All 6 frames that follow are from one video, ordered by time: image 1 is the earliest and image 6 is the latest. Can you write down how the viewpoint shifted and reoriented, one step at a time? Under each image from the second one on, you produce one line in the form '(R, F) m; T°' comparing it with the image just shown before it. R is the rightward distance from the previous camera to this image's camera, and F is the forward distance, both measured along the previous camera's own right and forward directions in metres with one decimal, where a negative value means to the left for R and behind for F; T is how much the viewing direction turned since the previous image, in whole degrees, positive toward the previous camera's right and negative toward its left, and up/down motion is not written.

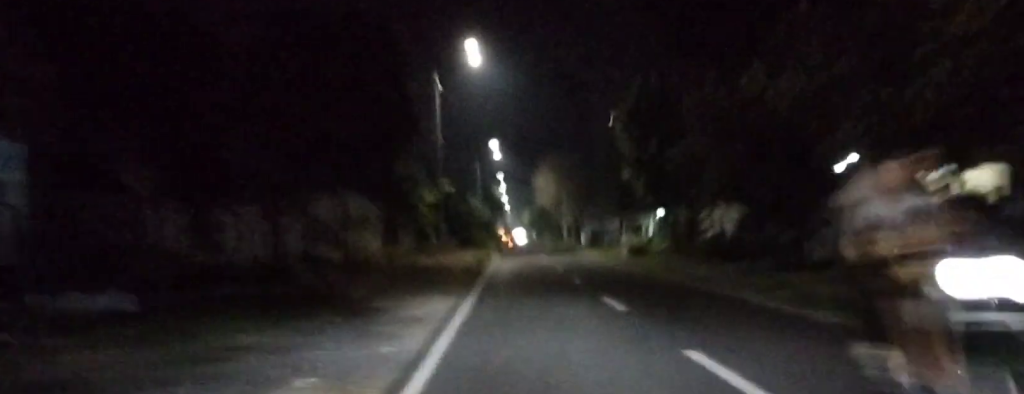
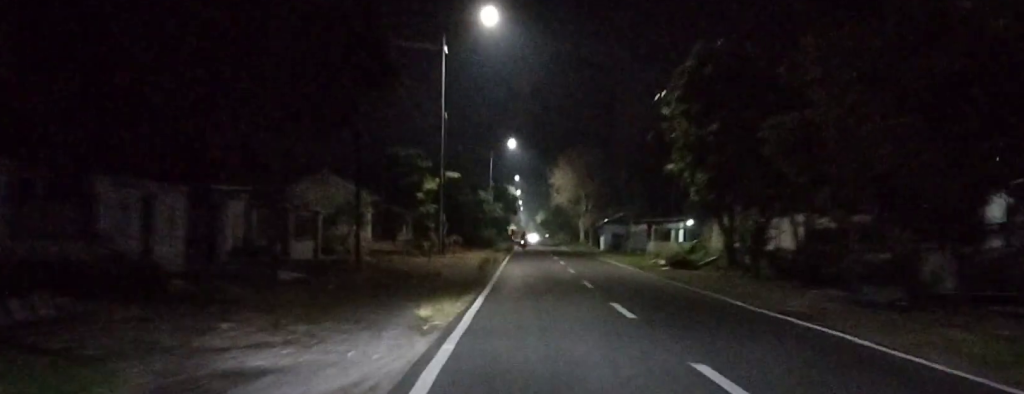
(+0.2, +7.7) m; -1°
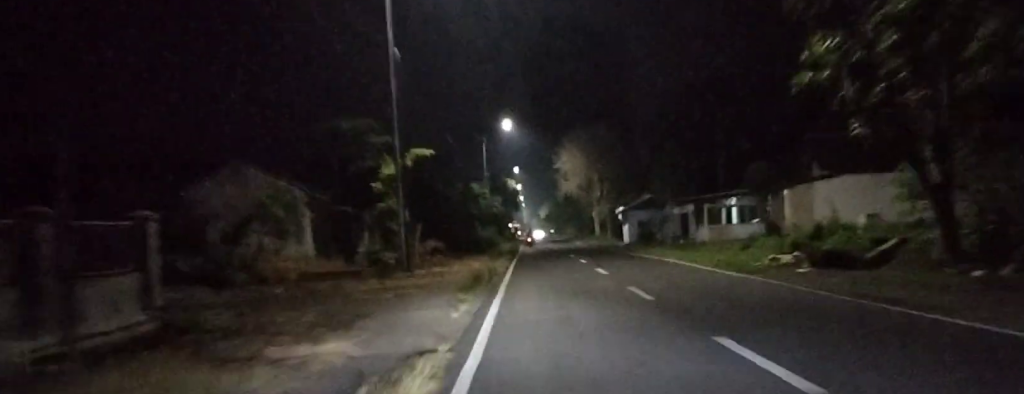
(-0.5, +15.3) m; 0°
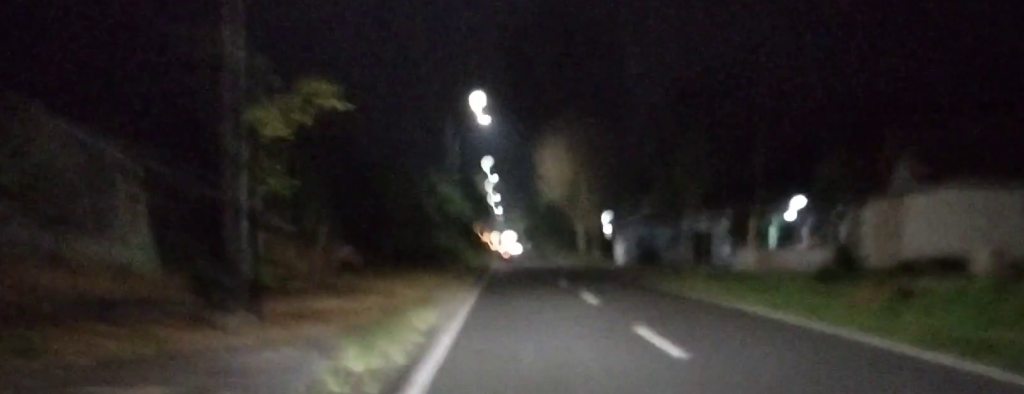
(+0.2, +13.9) m; +1°
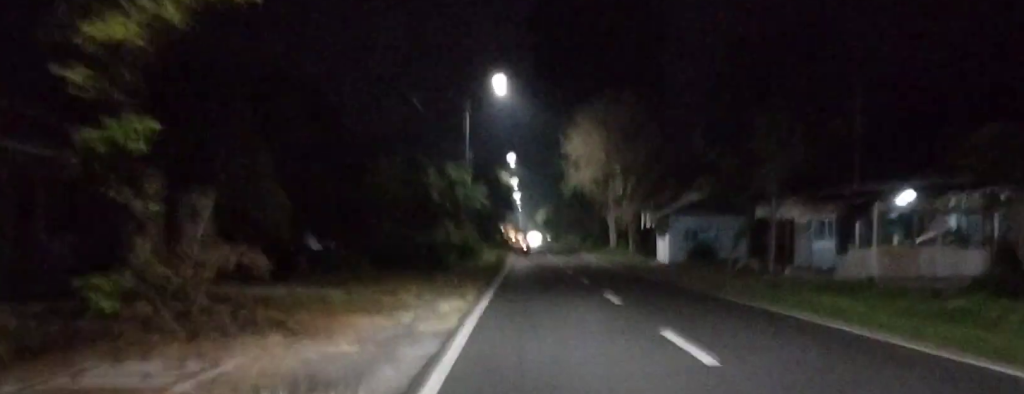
(0.0, +8.9) m; 0°
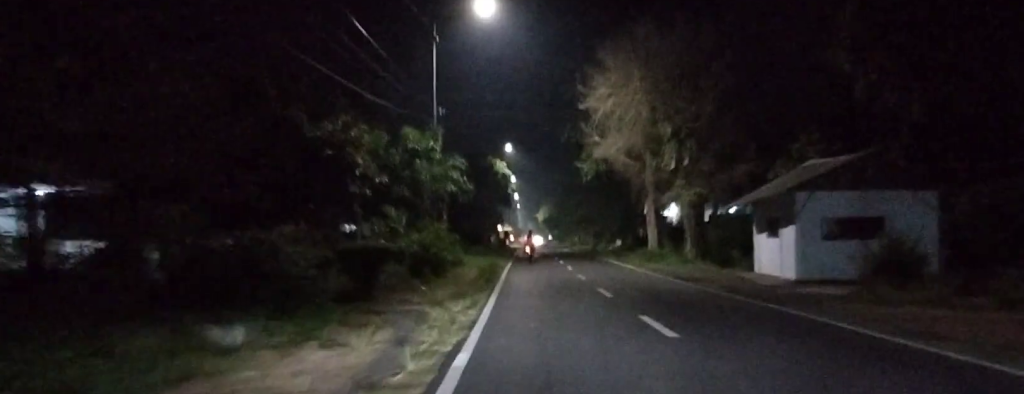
(-0.5, +20.9) m; -2°
